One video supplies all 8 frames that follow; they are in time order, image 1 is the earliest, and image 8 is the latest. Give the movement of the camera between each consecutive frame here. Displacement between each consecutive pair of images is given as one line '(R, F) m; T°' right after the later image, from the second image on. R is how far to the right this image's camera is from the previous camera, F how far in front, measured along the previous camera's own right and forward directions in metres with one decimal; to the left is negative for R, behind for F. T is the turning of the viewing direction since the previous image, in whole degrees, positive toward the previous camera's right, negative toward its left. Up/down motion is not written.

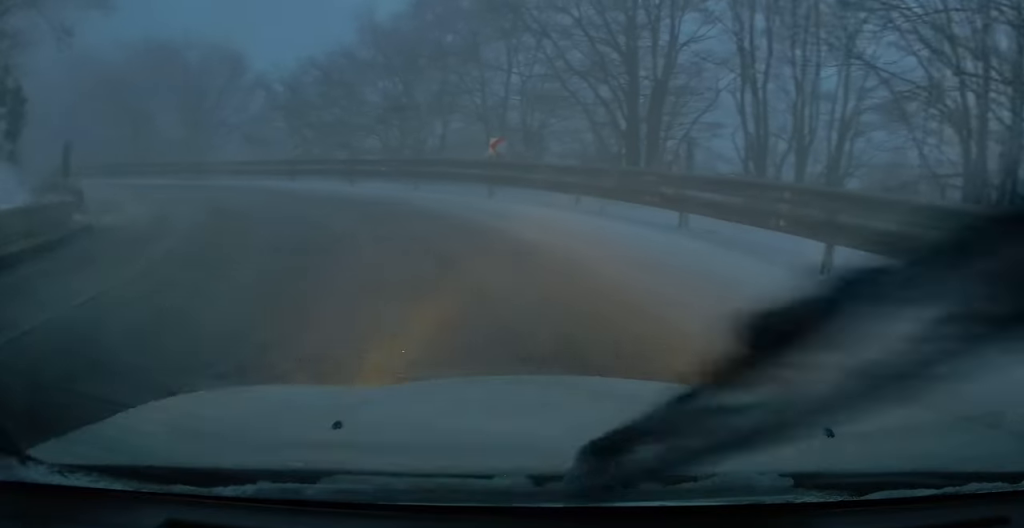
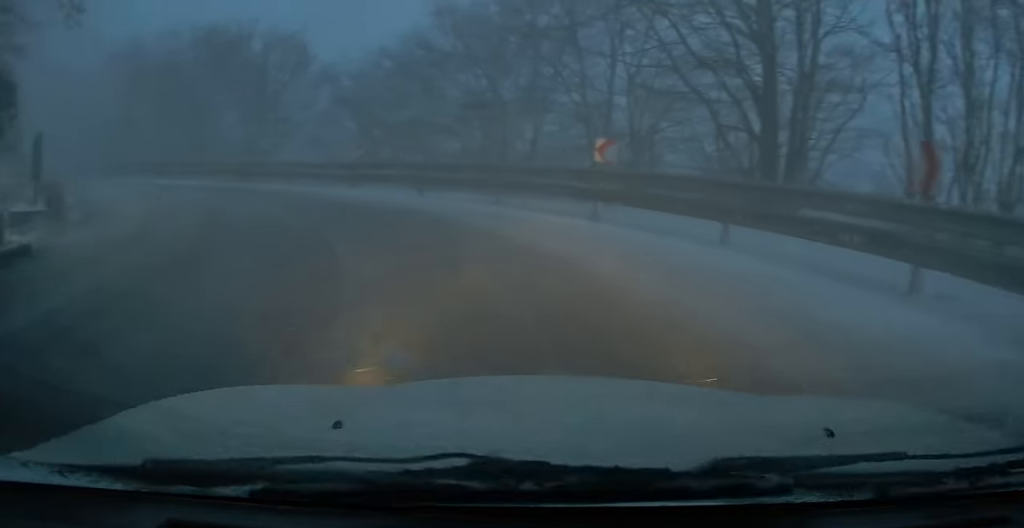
(-0.7, +4.8) m; -10°
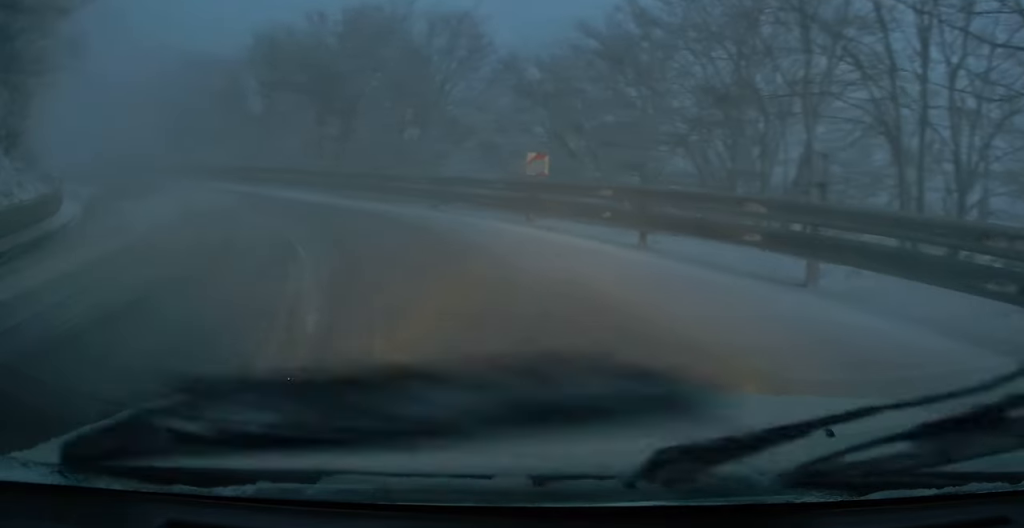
(-0.3, +8.5) m; -10°
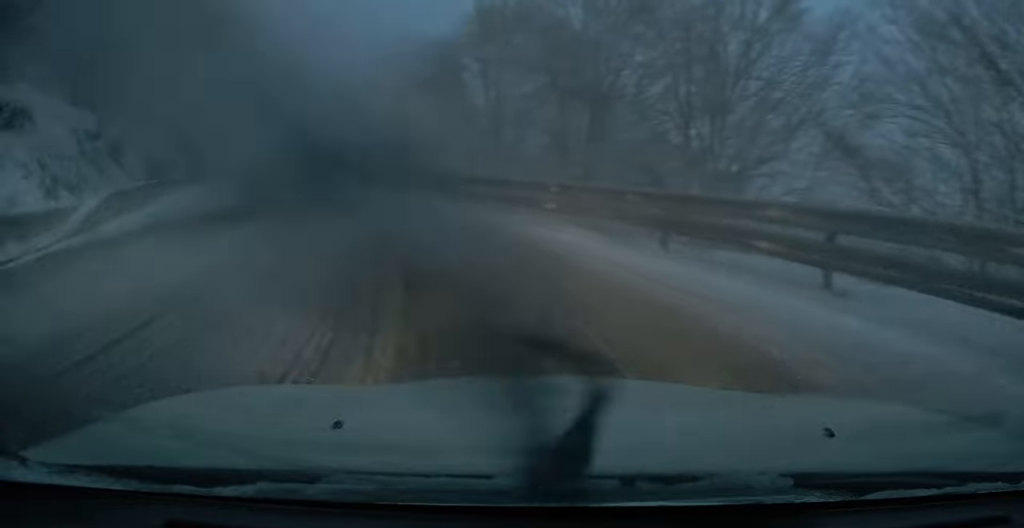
(-2.3, +8.6) m; -27°
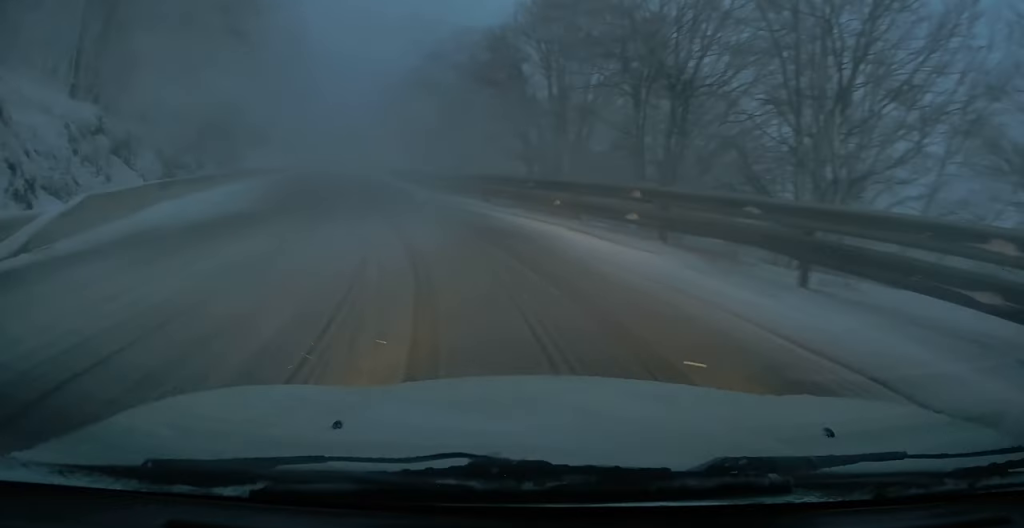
(-0.2, +2.5) m; -4°
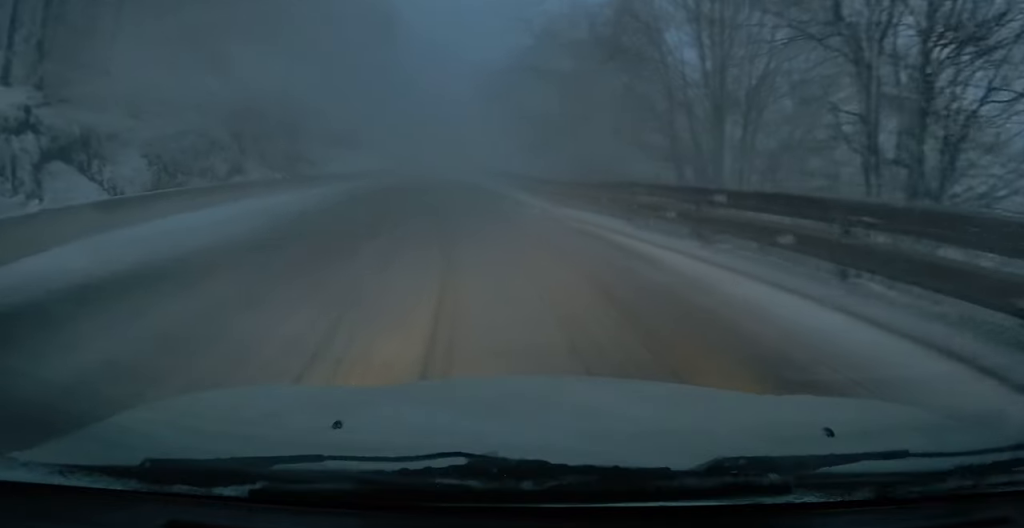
(-0.5, +6.5) m; -7°
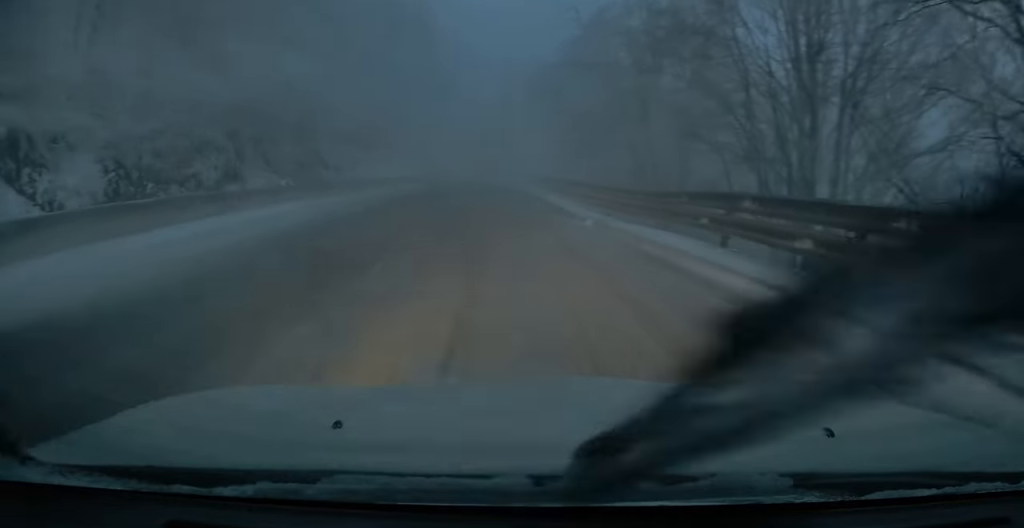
(-0.1, +3.5) m; -2°
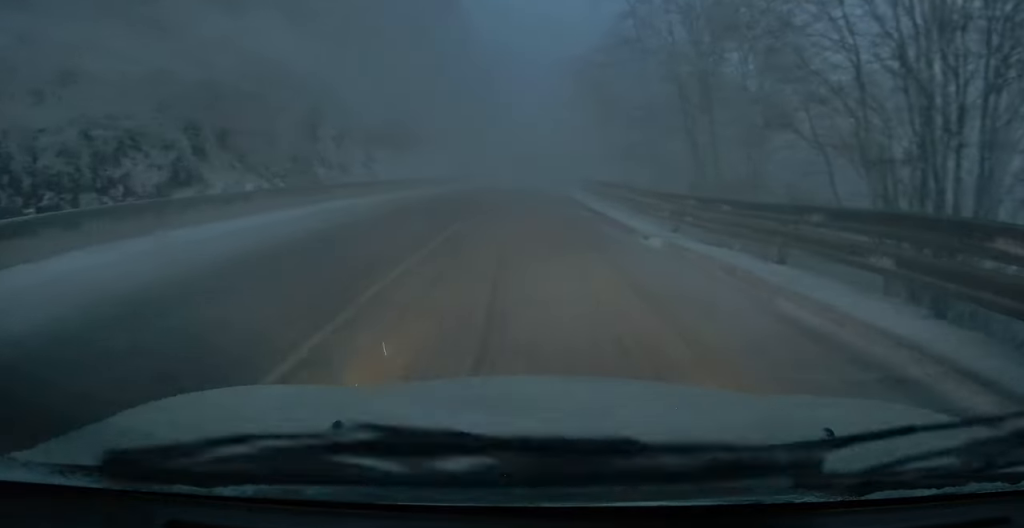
(-0.1, +4.5) m; -2°
